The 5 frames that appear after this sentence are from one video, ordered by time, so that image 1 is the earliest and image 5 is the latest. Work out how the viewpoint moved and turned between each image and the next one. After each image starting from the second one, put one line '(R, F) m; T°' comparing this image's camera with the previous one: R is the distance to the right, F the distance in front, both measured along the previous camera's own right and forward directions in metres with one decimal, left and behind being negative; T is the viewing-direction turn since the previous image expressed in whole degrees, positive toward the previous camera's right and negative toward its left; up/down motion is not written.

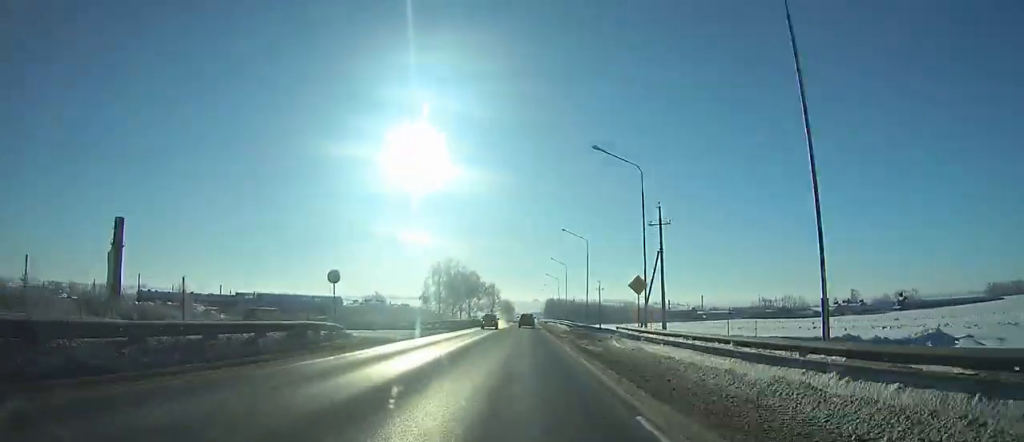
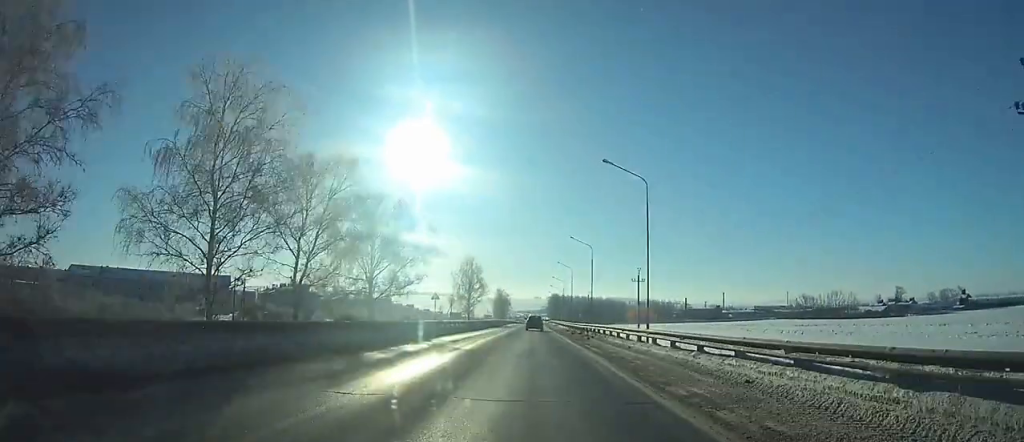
(+1.4, +90.5) m; +1°
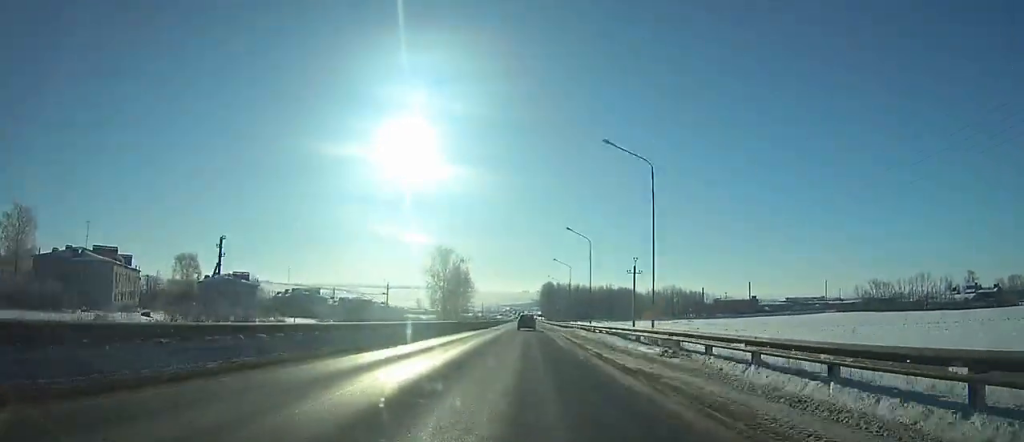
(+0.7, +138.3) m; +1°
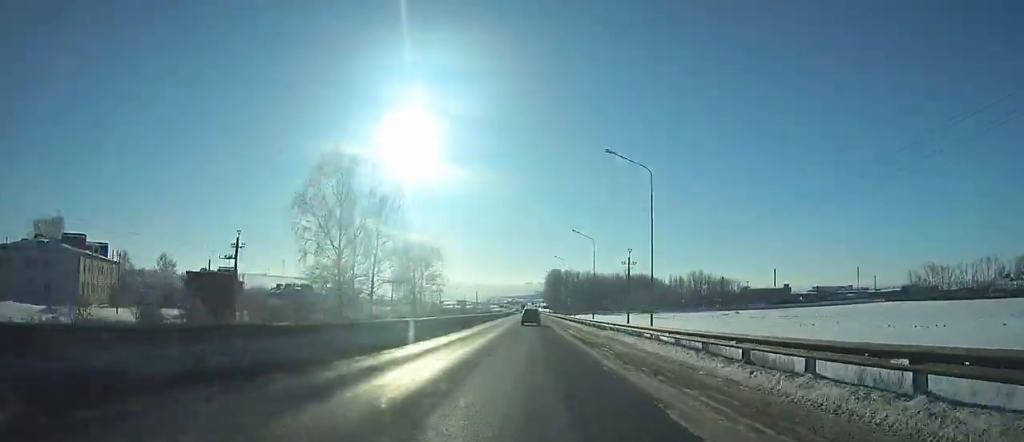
(+0.1, +61.1) m; 0°
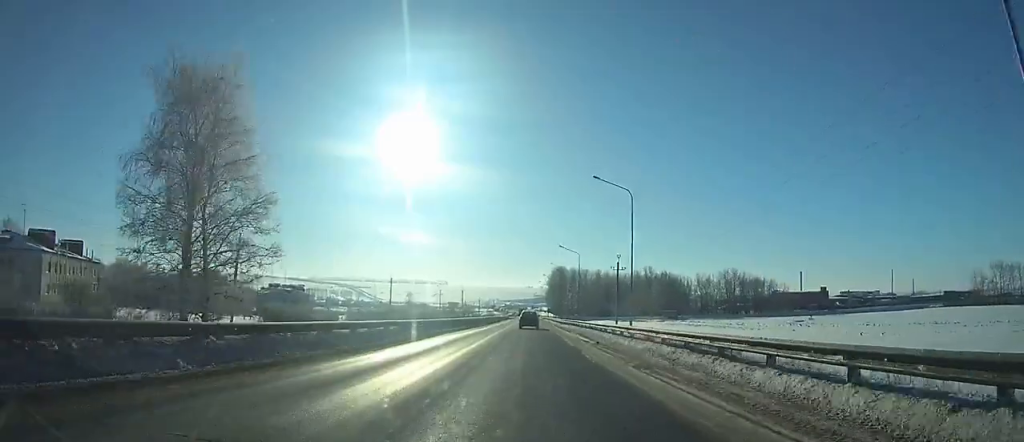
(+0.1, +56.1) m; 0°
